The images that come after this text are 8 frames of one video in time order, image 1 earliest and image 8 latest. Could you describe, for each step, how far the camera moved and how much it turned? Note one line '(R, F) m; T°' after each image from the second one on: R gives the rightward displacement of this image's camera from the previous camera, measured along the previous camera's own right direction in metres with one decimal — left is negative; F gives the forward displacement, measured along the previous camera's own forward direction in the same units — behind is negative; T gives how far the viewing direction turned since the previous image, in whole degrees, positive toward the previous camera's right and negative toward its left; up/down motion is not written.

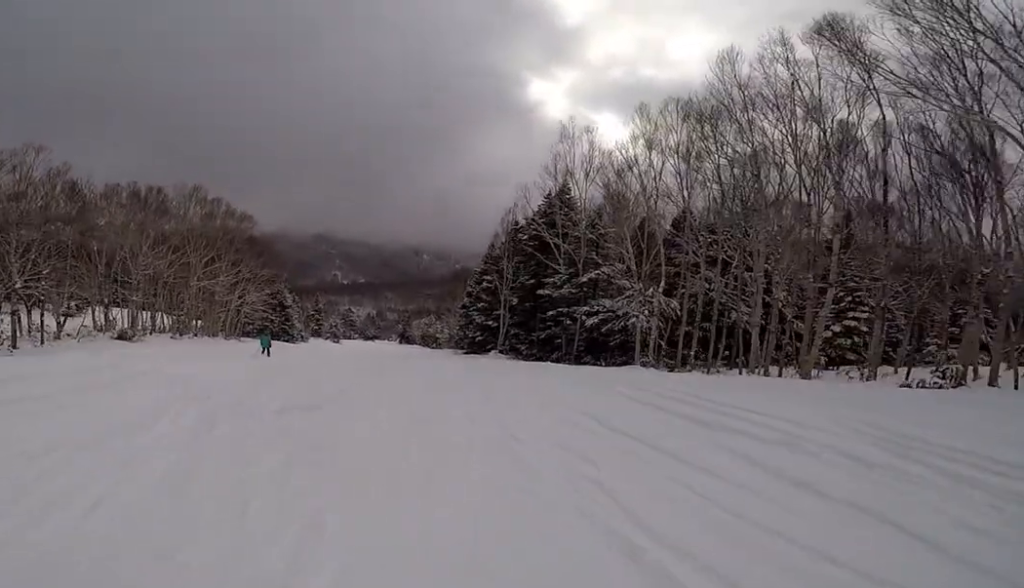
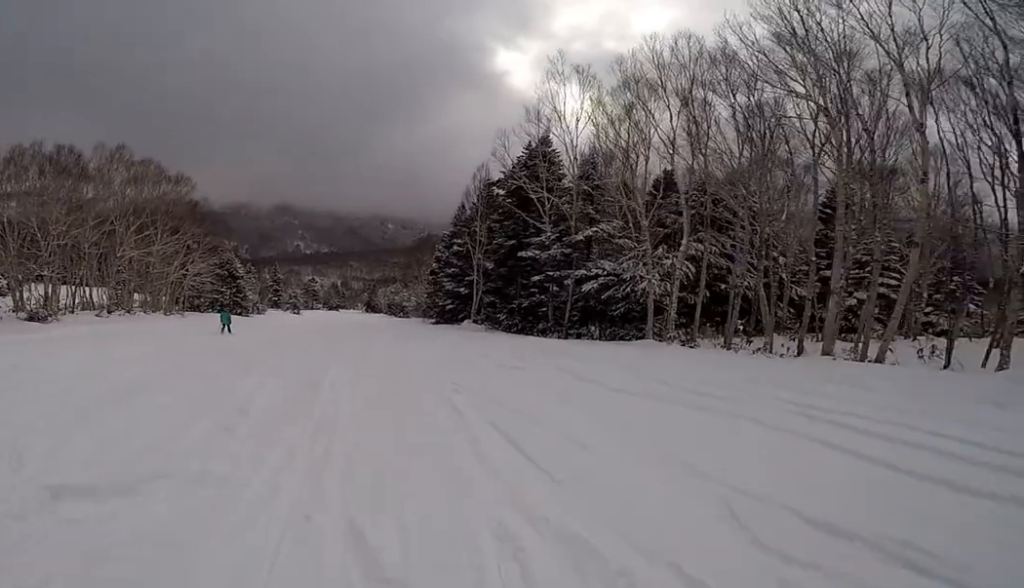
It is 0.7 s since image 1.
(-0.2, +4.7) m; -2°
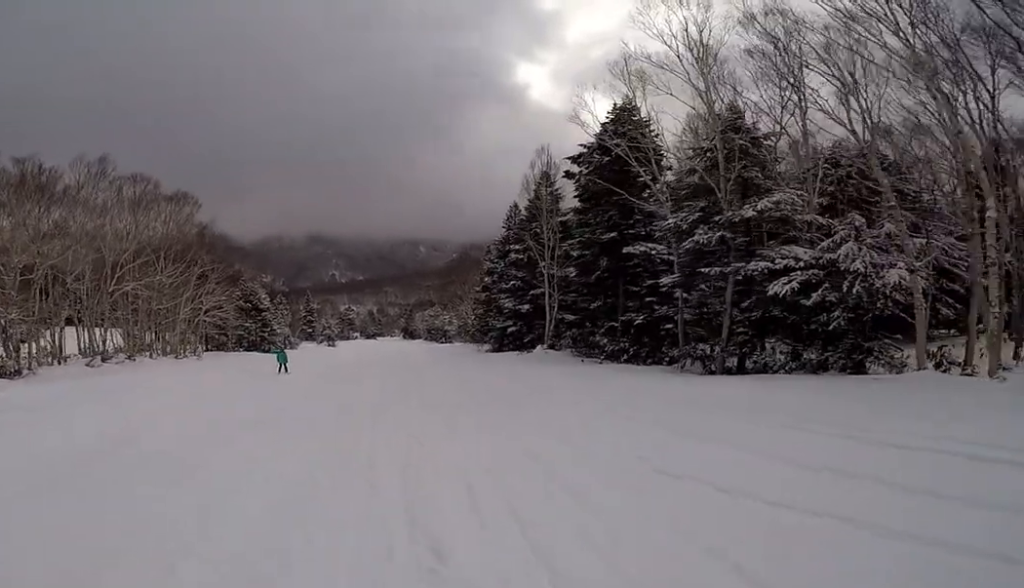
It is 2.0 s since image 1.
(-0.1, +8.3) m; 0°
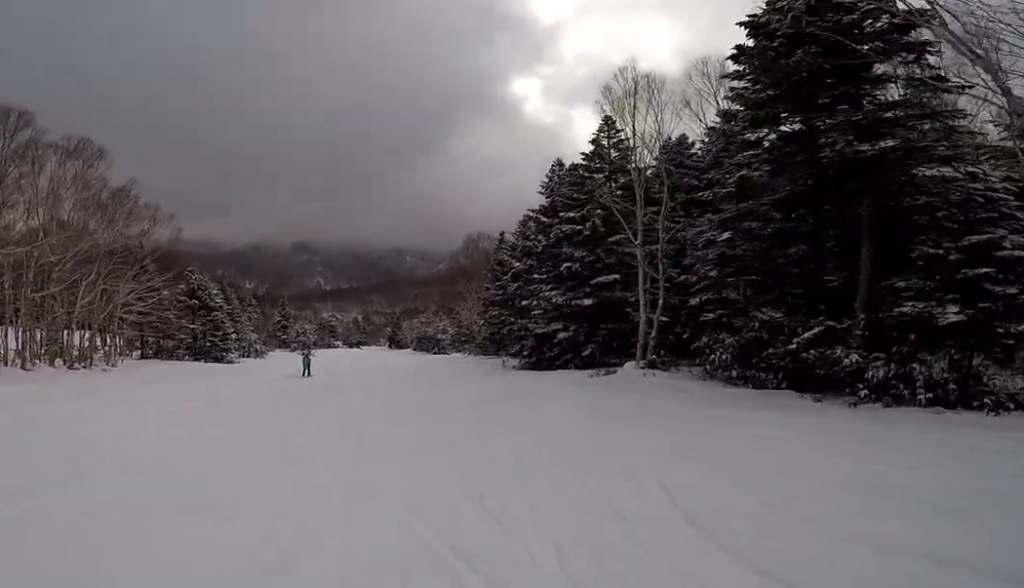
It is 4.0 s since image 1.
(+0.8, +13.3) m; +3°
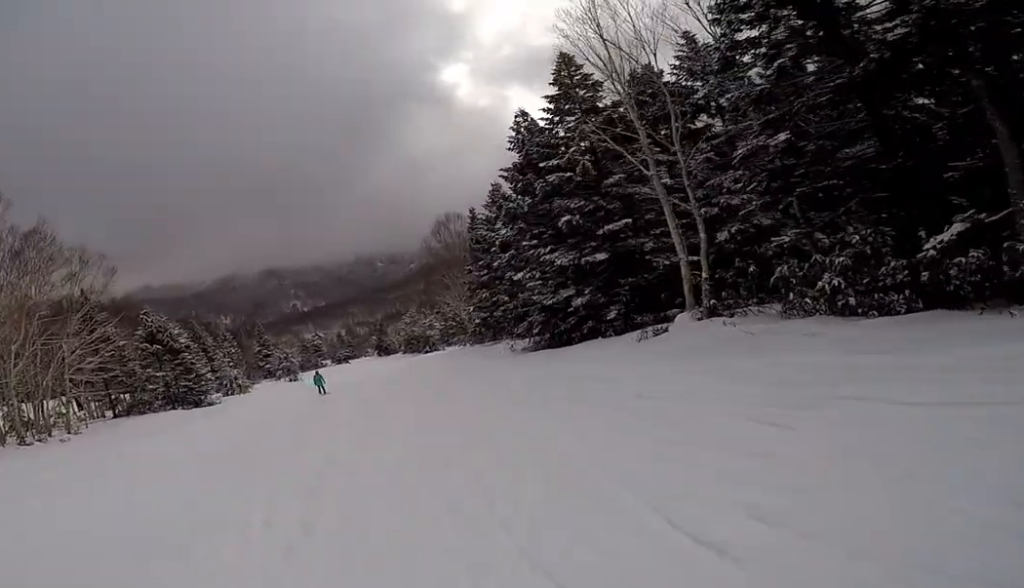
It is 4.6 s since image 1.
(-0.1, +4.2) m; -4°
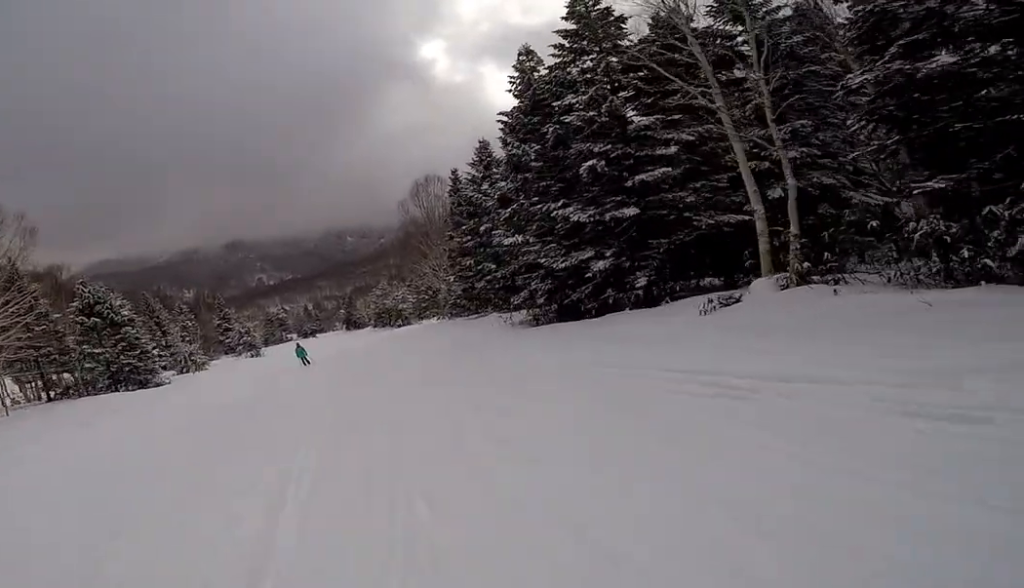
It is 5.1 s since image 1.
(0.0, +4.2) m; -5°
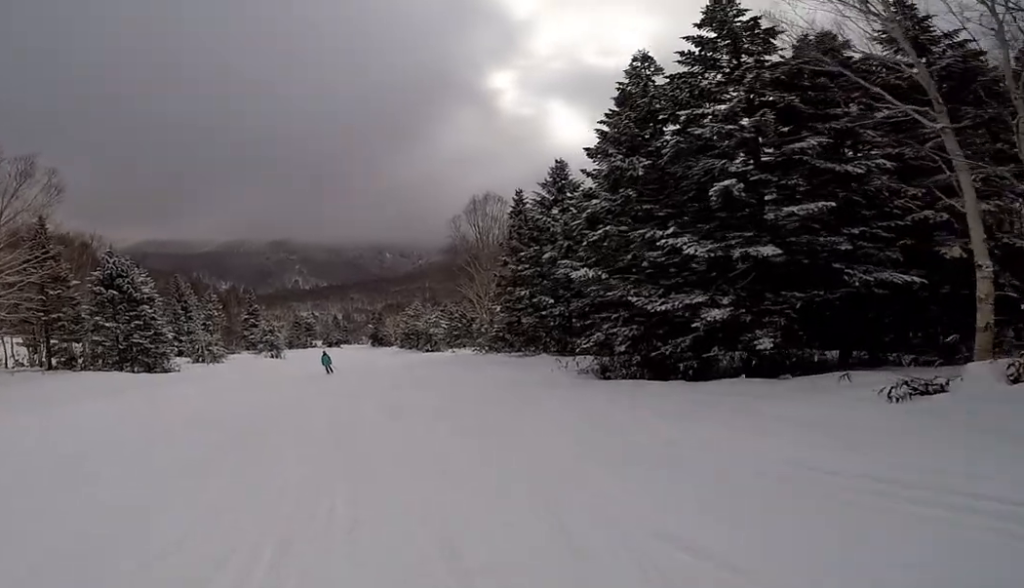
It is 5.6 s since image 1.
(-0.3, +3.6) m; +5°
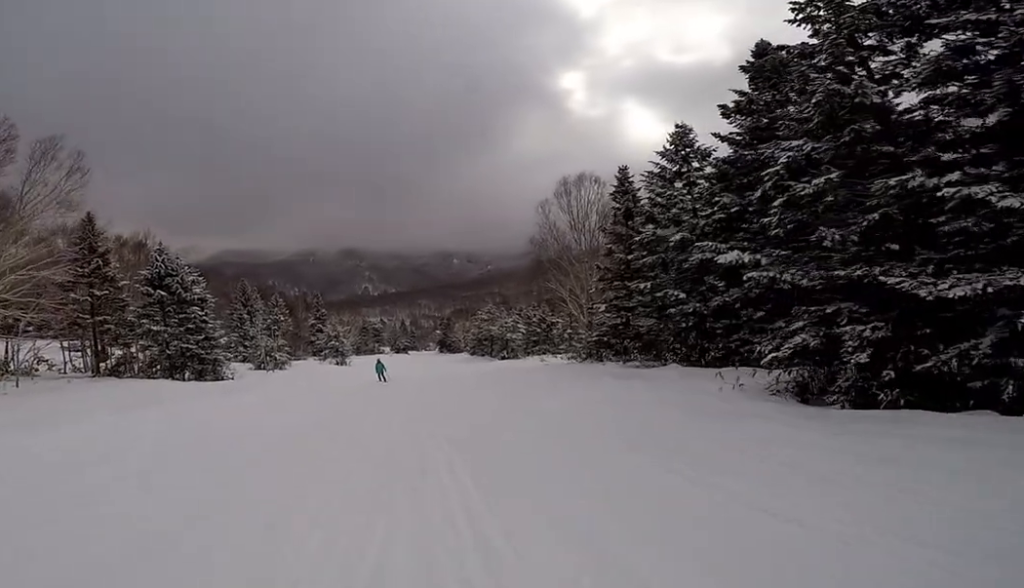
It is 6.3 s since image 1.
(-0.1, +5.4) m; +5°
